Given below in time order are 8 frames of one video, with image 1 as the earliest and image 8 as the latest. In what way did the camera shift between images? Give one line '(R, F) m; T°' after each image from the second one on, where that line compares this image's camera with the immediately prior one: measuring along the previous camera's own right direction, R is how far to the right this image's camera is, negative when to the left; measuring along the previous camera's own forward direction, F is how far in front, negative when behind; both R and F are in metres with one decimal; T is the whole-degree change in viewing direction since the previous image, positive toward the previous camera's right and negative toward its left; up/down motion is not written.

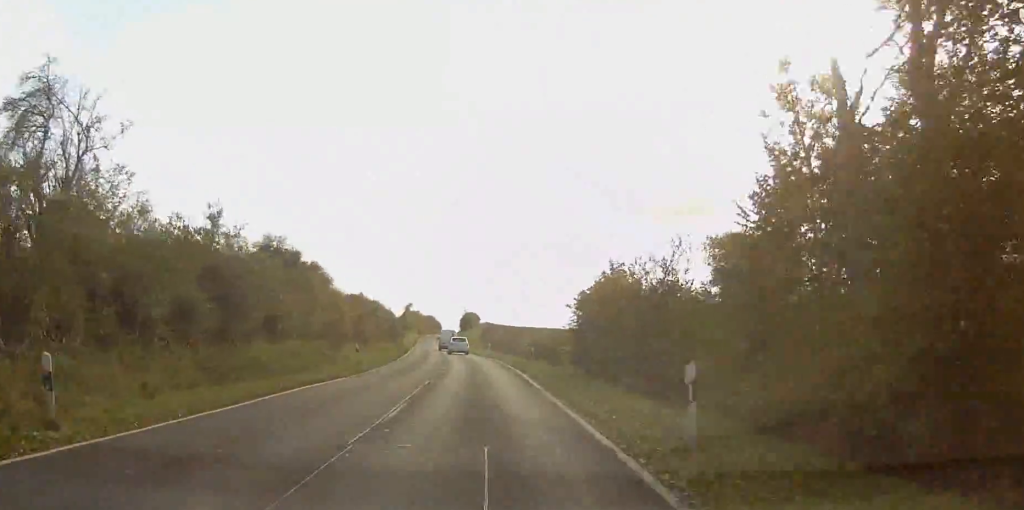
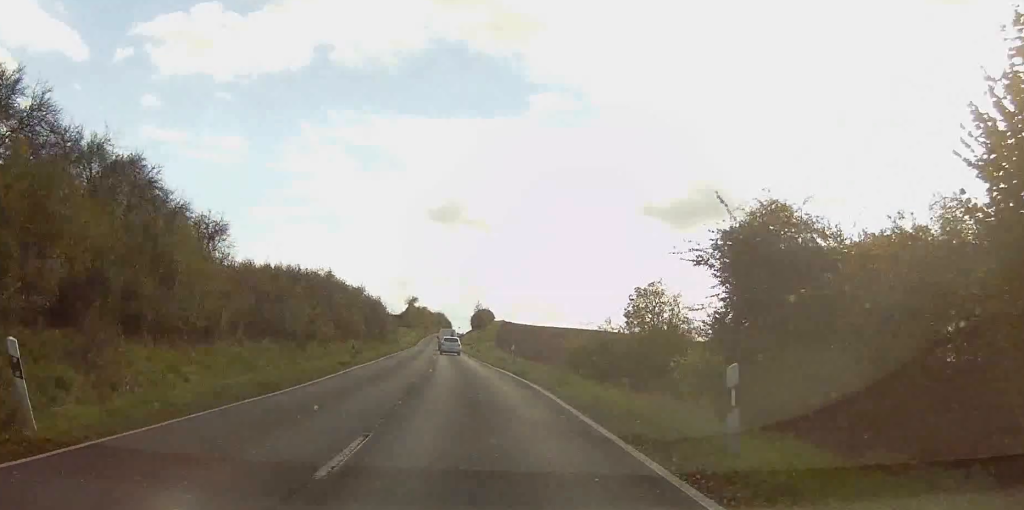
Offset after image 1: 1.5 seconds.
(+0.4, +30.2) m; +1°
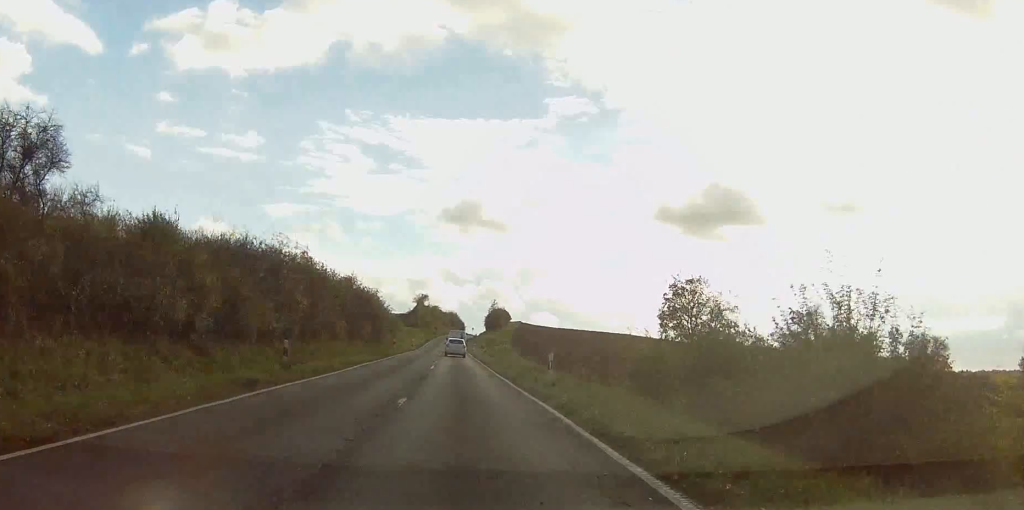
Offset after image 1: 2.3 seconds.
(0.0, +16.6) m; -1°
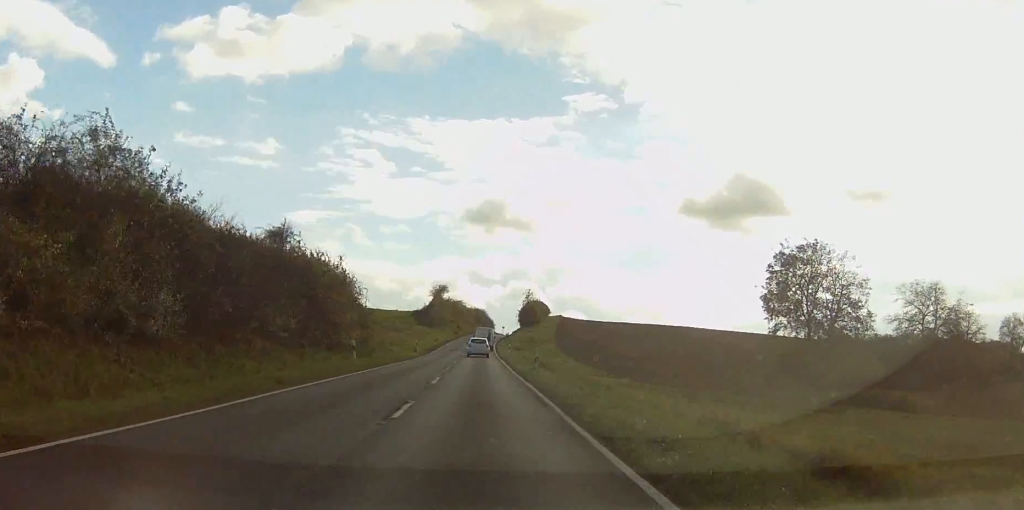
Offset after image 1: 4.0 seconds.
(-0.6, +37.1) m; -1°
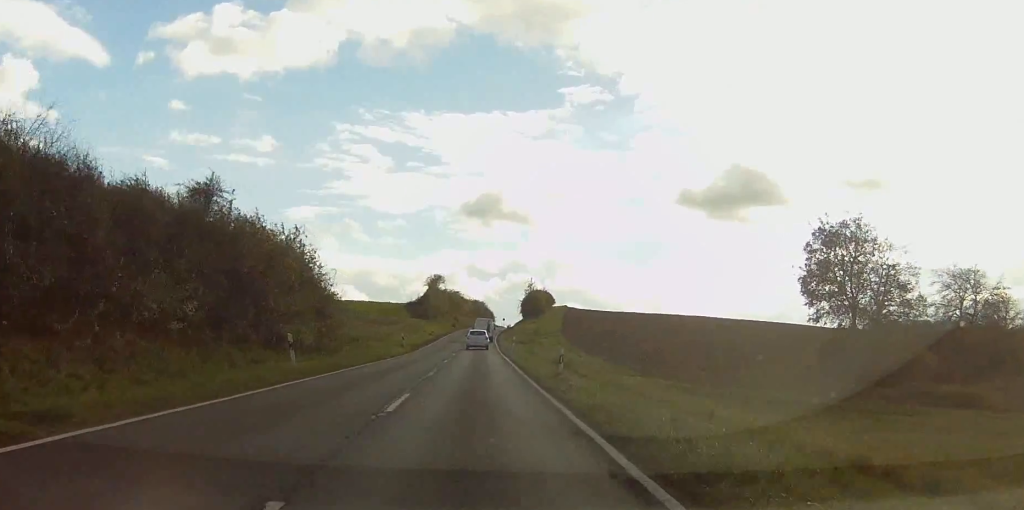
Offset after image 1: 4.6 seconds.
(0.0, +11.3) m; 0°
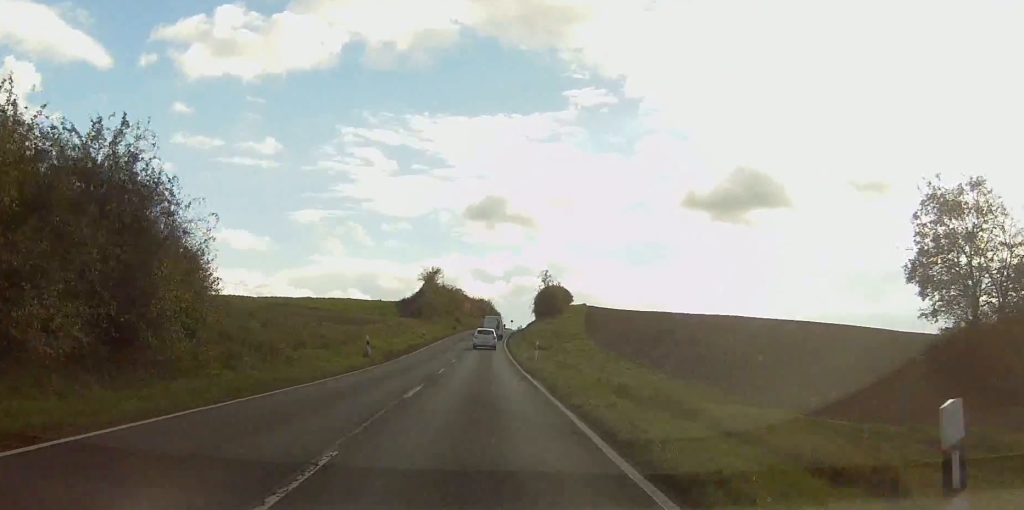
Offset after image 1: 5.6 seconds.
(-0.1, +21.2) m; -1°
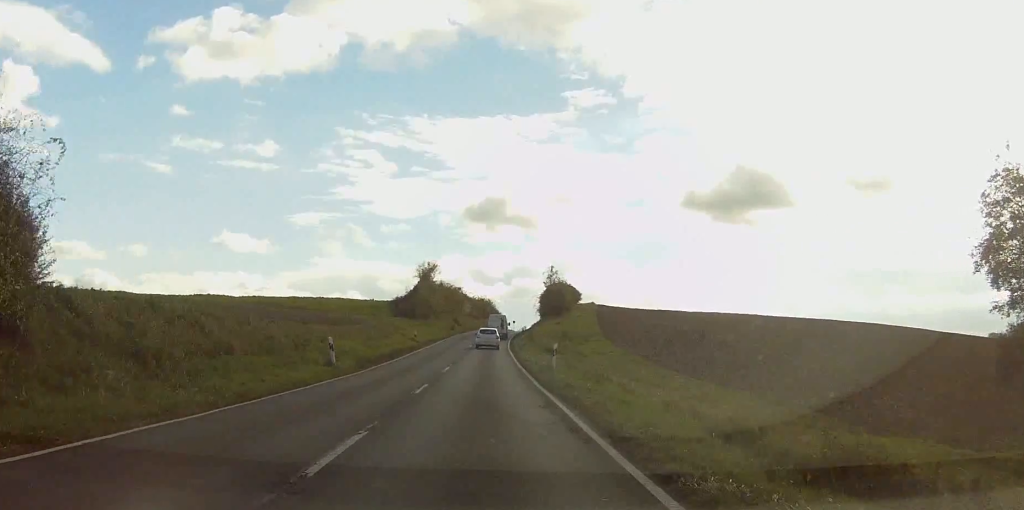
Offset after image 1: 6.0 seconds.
(-0.2, +9.9) m; 0°
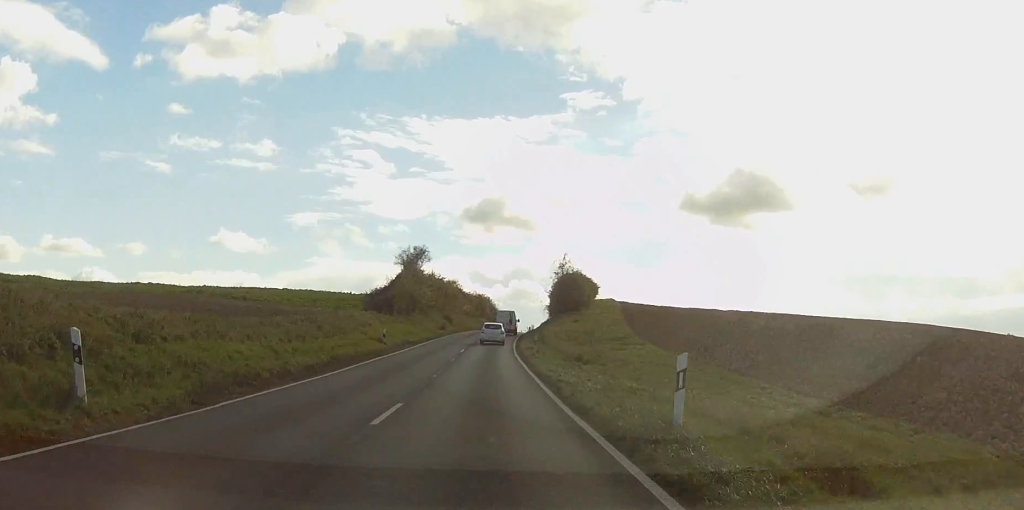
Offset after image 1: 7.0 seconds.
(+0.2, +19.8) m; 0°
